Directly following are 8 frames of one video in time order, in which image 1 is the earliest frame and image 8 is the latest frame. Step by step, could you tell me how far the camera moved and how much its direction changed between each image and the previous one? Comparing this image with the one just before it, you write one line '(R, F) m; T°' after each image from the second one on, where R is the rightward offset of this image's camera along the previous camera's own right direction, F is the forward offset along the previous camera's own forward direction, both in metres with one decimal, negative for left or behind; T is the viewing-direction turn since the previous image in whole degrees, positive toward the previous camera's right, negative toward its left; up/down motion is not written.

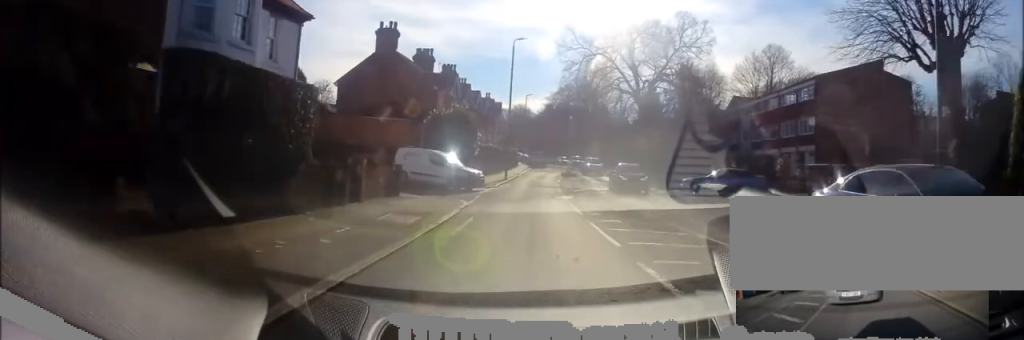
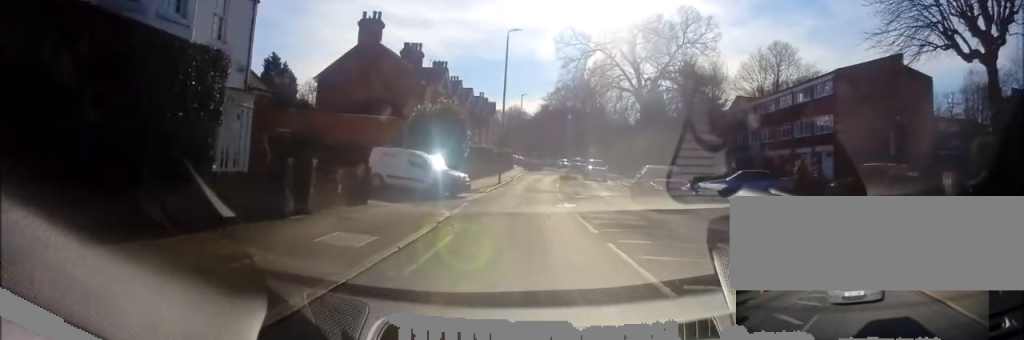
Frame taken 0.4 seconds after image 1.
(0.0, +3.5) m; 0°
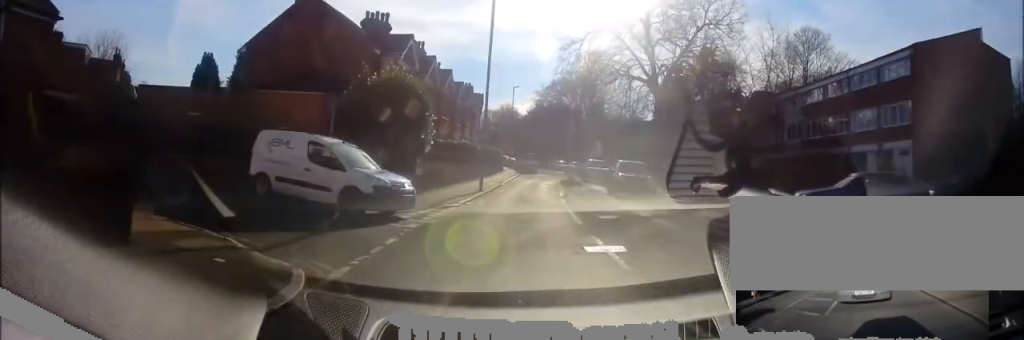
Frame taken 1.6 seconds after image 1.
(0.0, +10.1) m; 0°
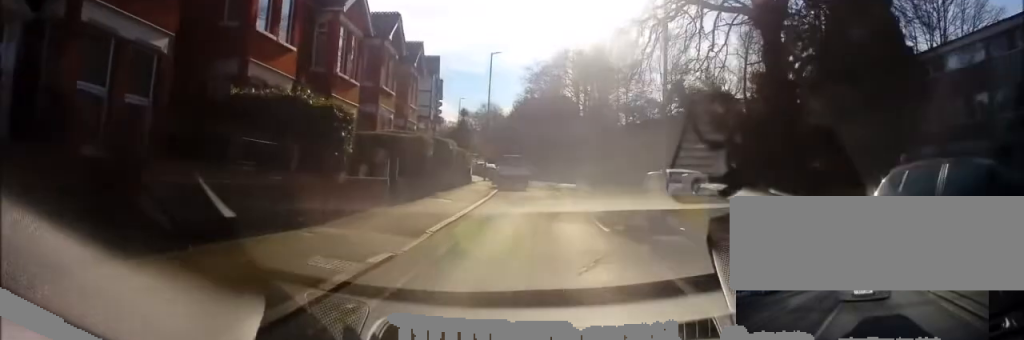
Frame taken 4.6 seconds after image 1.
(+0.1, +26.8) m; +1°
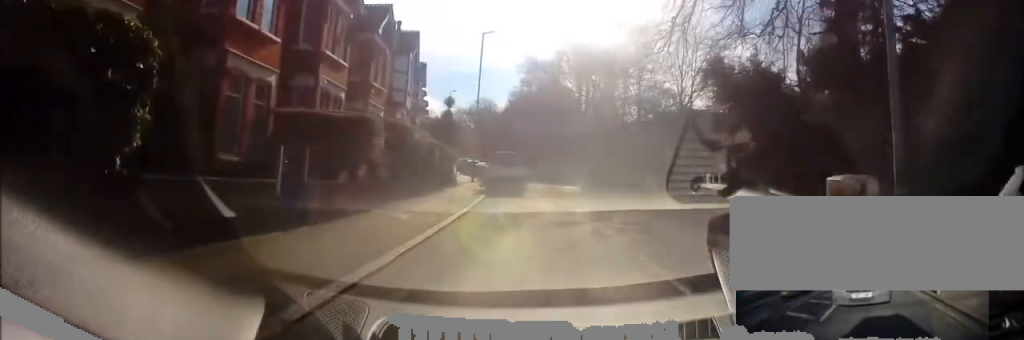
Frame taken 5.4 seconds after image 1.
(+0.1, +7.0) m; +2°
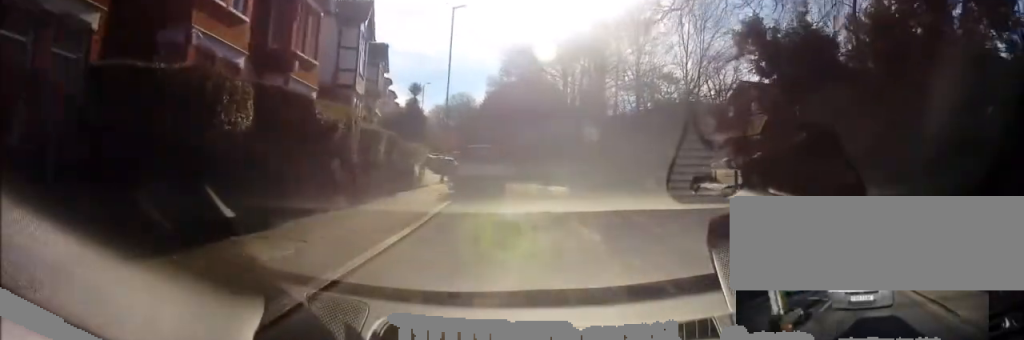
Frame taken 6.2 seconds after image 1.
(+0.1, +6.4) m; +2°
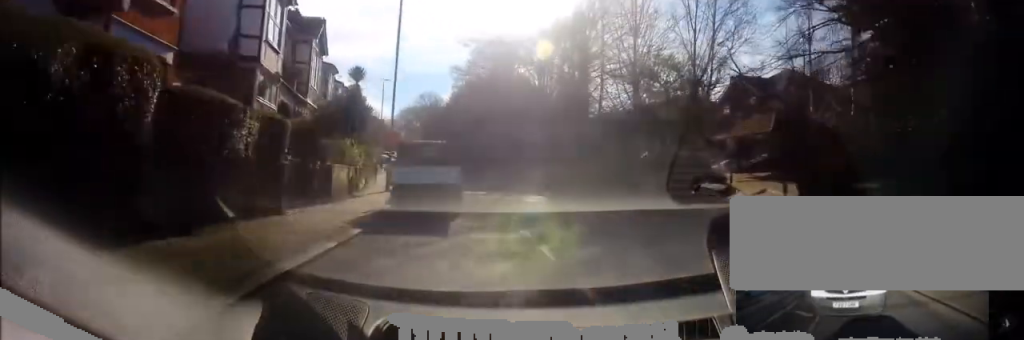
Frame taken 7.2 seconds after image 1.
(+0.1, +7.8) m; +2°
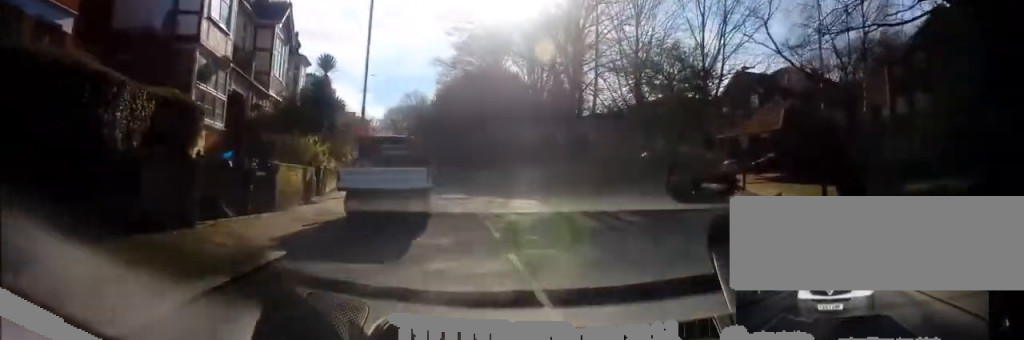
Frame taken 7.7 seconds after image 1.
(+0.2, +3.6) m; 0°
